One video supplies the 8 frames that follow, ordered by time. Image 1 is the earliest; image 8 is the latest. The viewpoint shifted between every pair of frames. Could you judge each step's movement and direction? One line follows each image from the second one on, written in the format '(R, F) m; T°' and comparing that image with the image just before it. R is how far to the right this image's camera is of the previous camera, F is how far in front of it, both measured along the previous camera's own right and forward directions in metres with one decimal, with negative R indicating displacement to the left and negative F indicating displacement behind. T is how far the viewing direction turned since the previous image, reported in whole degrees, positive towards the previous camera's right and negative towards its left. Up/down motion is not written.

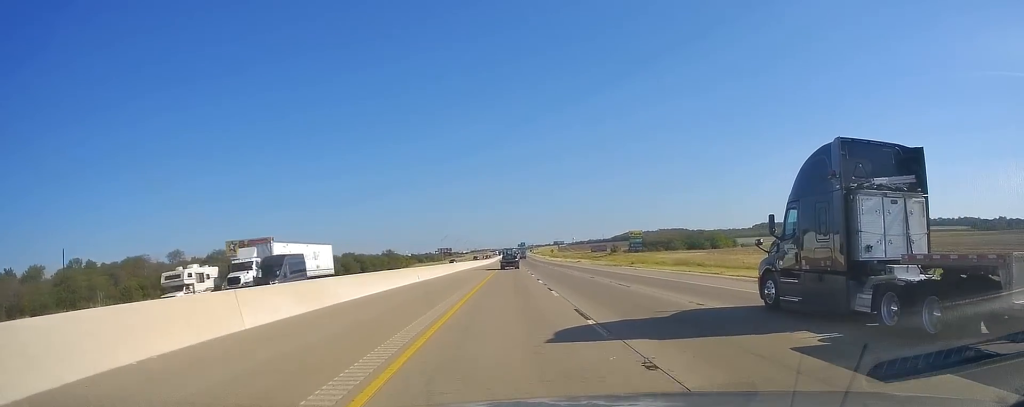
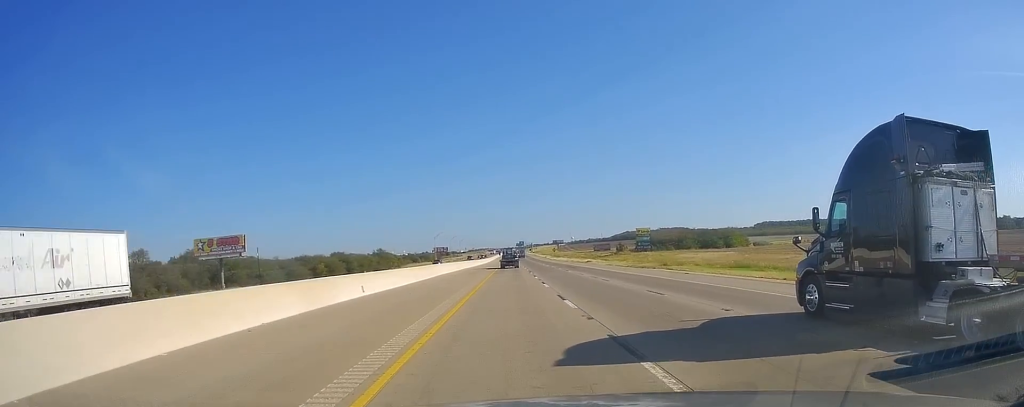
(+0.5, +17.7) m; 0°
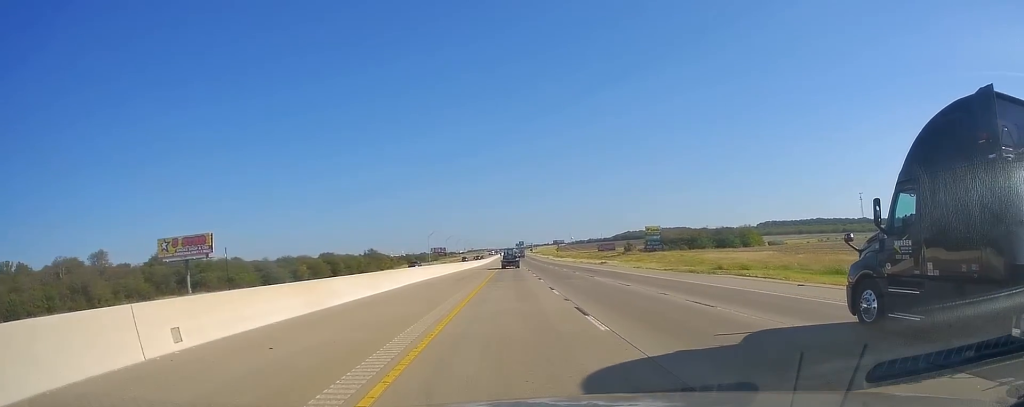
(+0.1, +17.3) m; 0°
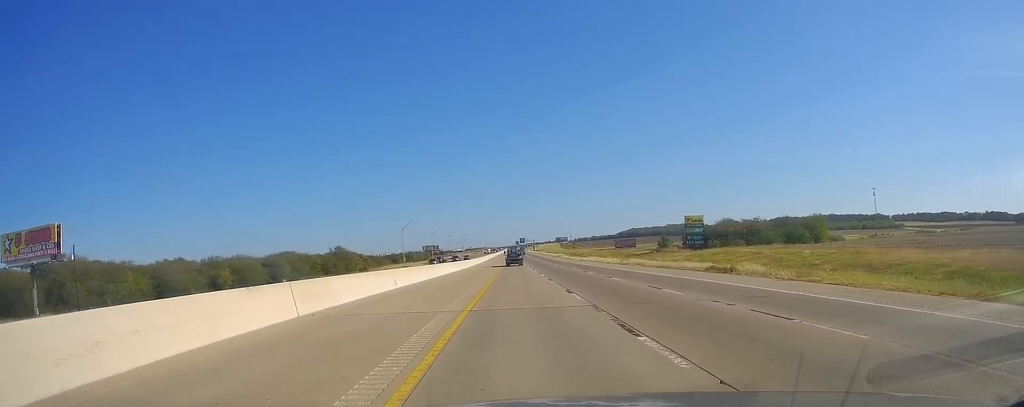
(-0.6, +52.1) m; -1°
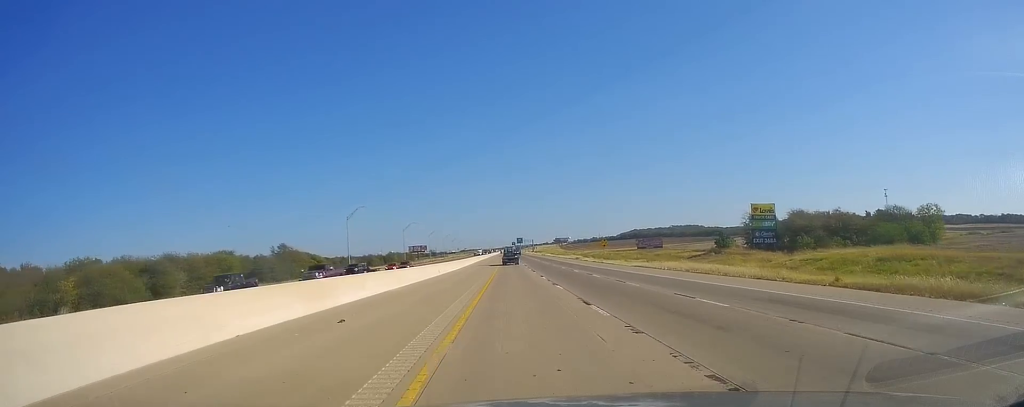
(+0.2, +53.2) m; 0°
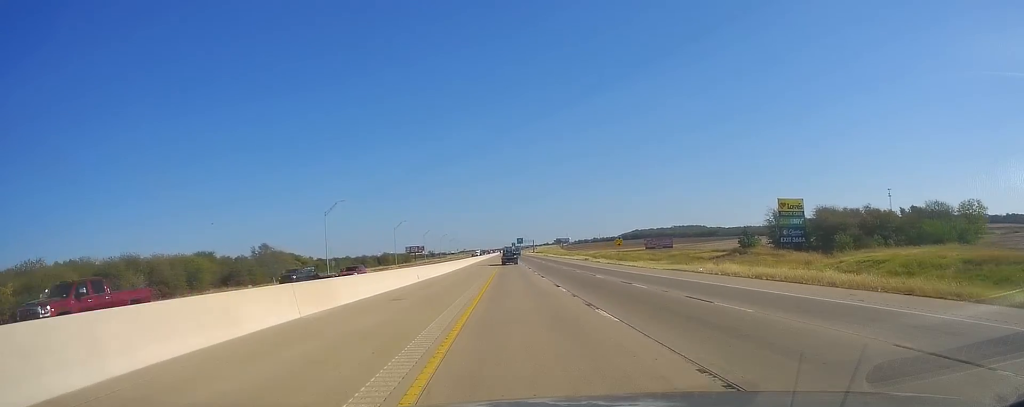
(+0.1, +13.7) m; 0°
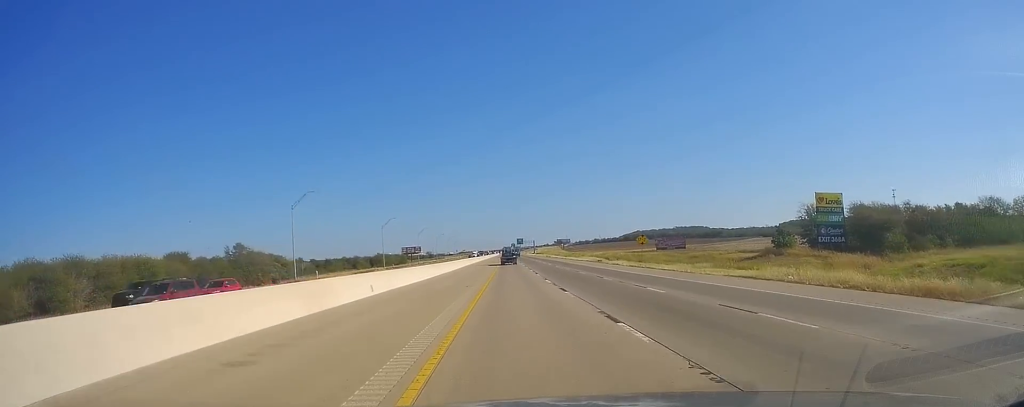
(0.0, +15.4) m; 0°
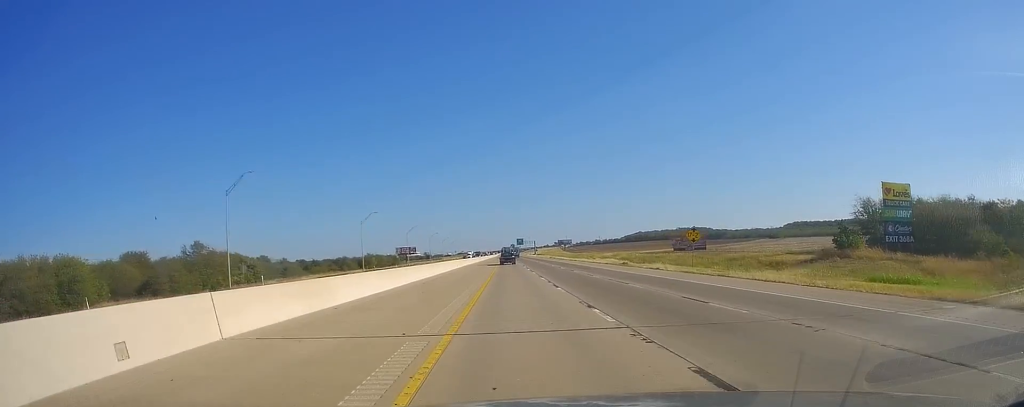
(-0.1, +20.6) m; 0°
